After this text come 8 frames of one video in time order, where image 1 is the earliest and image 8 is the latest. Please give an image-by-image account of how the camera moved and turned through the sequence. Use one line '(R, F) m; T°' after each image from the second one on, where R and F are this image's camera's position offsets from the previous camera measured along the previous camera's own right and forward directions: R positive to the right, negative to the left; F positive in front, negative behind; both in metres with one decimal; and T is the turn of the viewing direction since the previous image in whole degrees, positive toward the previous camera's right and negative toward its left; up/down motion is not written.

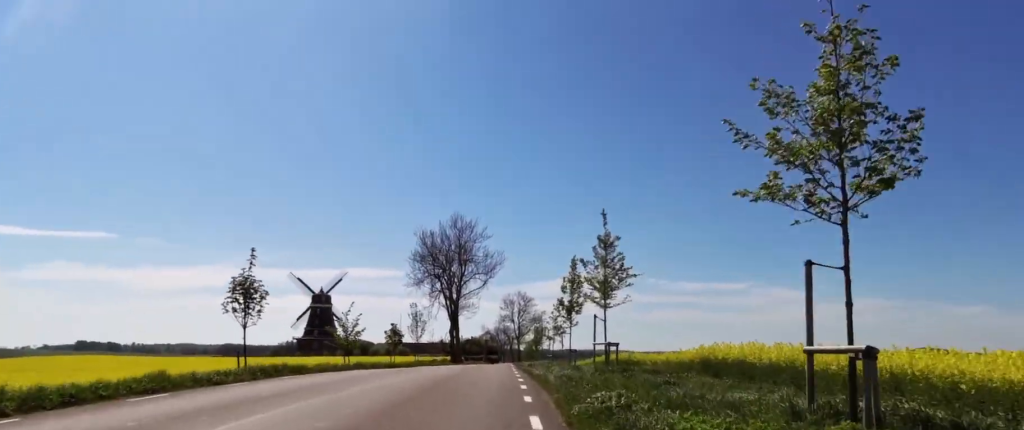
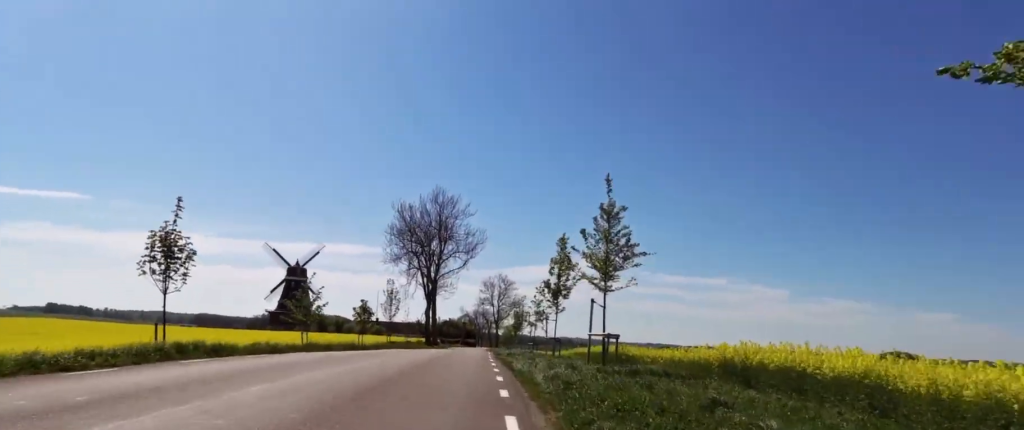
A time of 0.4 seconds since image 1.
(-0.5, +3.6) m; 0°
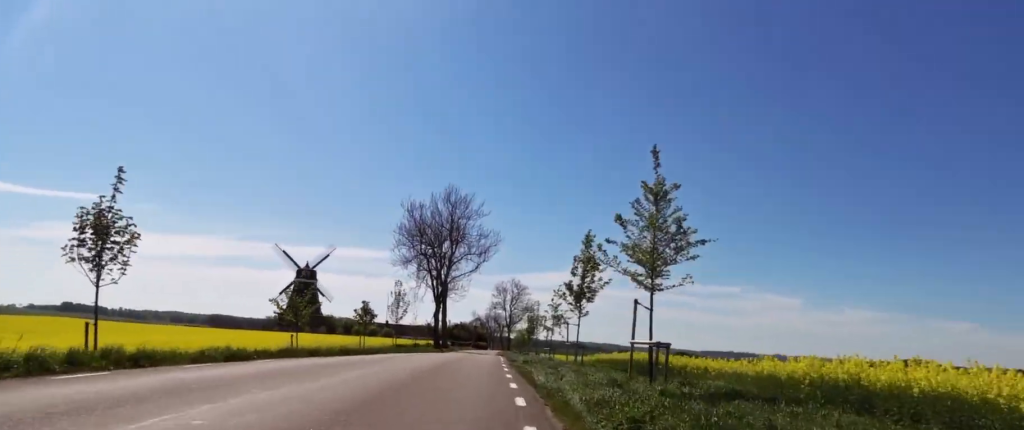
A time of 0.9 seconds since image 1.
(-0.7, +3.6) m; 0°
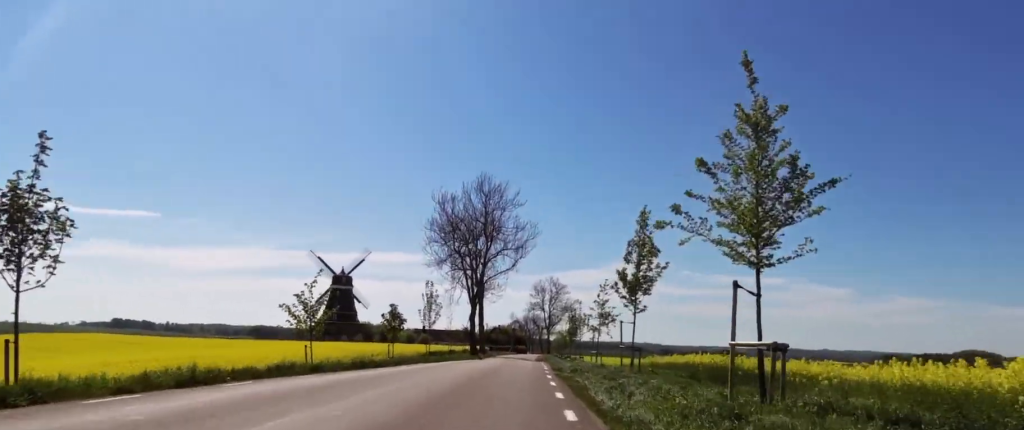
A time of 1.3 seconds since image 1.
(+0.1, +3.6) m; 0°
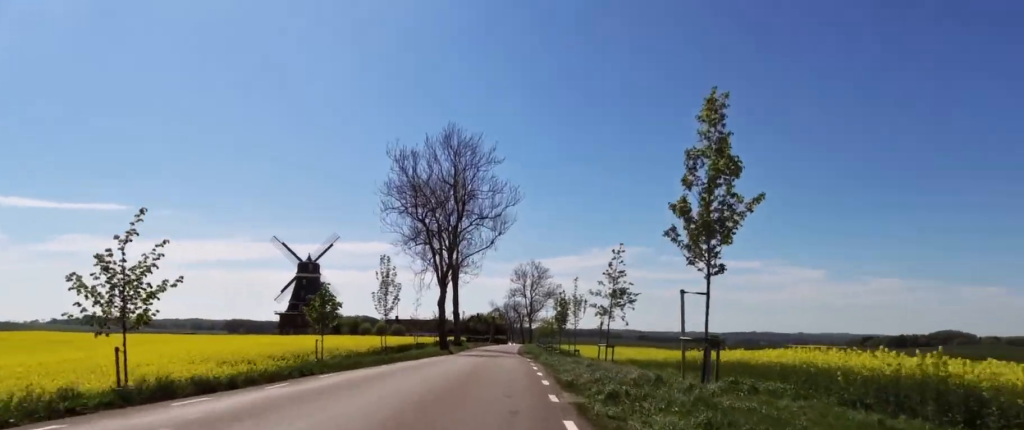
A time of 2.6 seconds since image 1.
(+0.5, +10.6) m; 0°
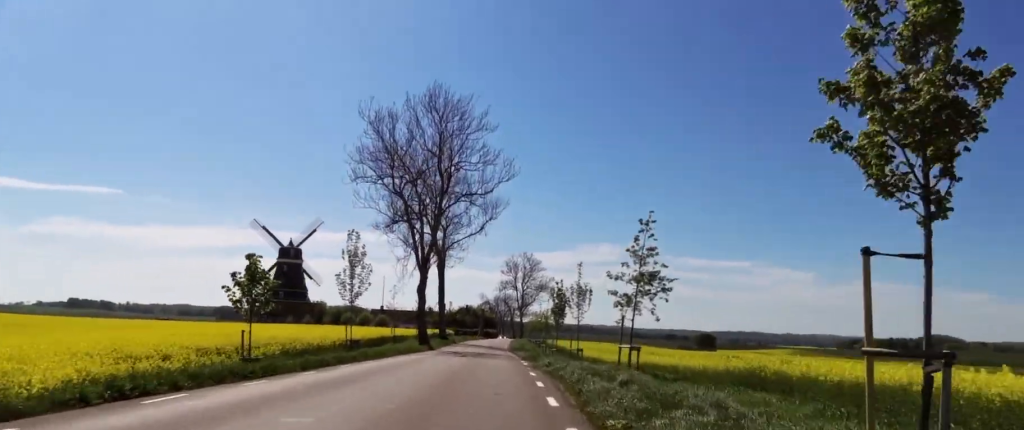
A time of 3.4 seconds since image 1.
(-0.2, +6.6) m; +3°
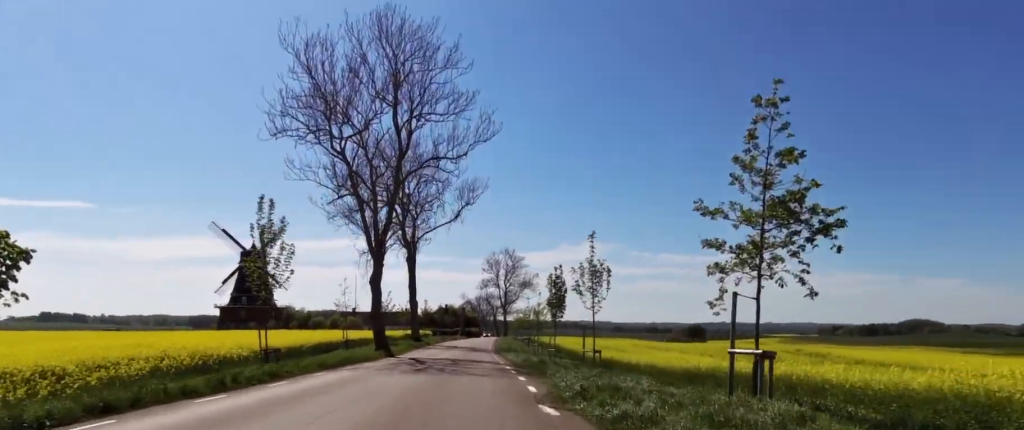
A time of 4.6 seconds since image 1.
(+1.1, +10.0) m; +1°
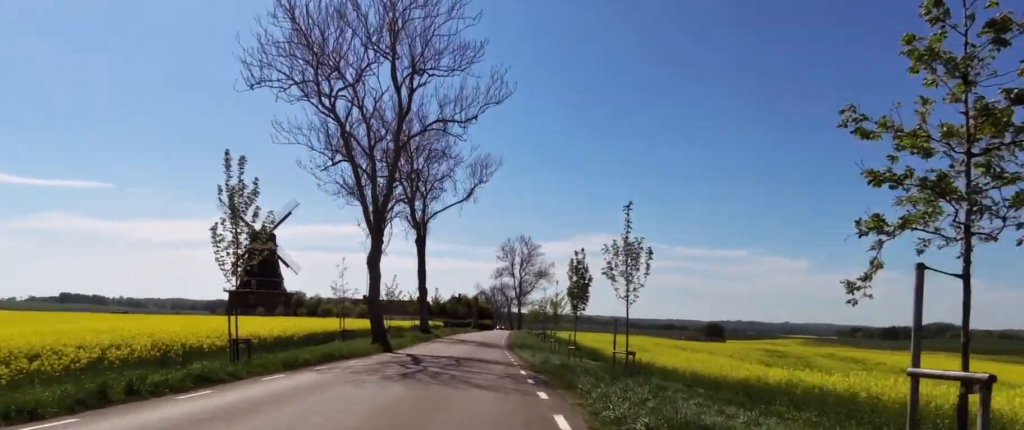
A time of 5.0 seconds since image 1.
(+0.4, +3.7) m; -4°
